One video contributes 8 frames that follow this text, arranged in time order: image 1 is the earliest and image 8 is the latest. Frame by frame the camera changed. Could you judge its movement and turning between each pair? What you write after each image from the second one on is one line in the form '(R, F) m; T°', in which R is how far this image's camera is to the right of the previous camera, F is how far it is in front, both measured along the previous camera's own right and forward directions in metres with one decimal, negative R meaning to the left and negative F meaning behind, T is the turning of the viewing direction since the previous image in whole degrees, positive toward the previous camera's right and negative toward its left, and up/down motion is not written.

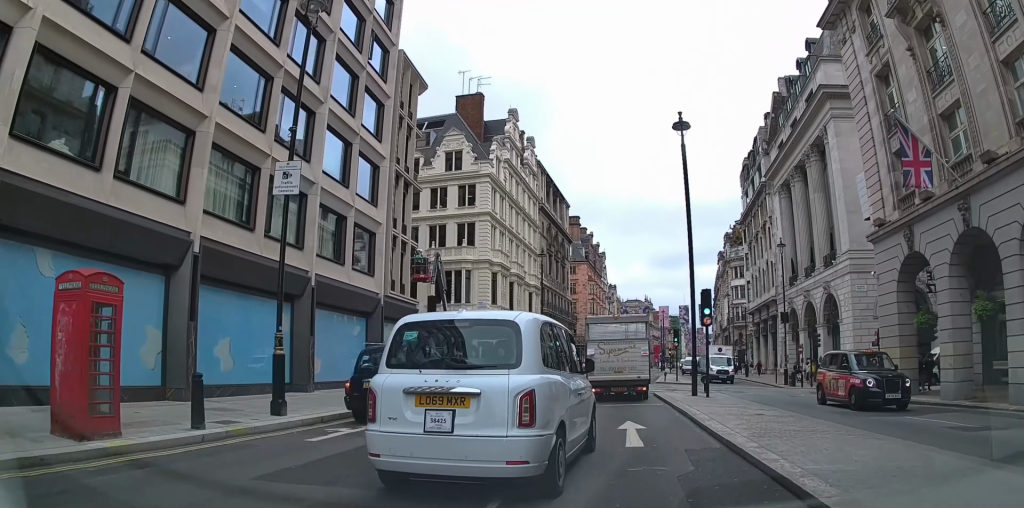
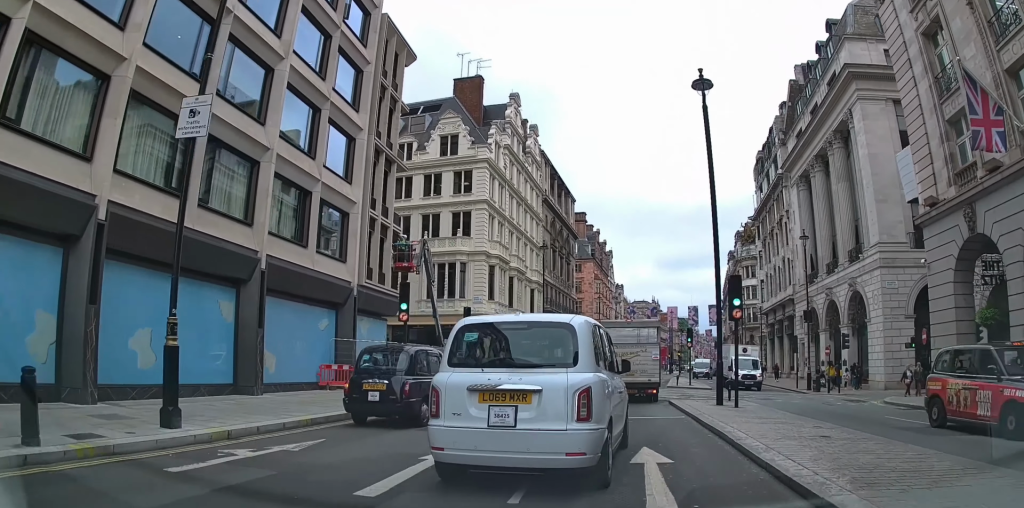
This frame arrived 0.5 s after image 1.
(0.0, +4.0) m; 0°
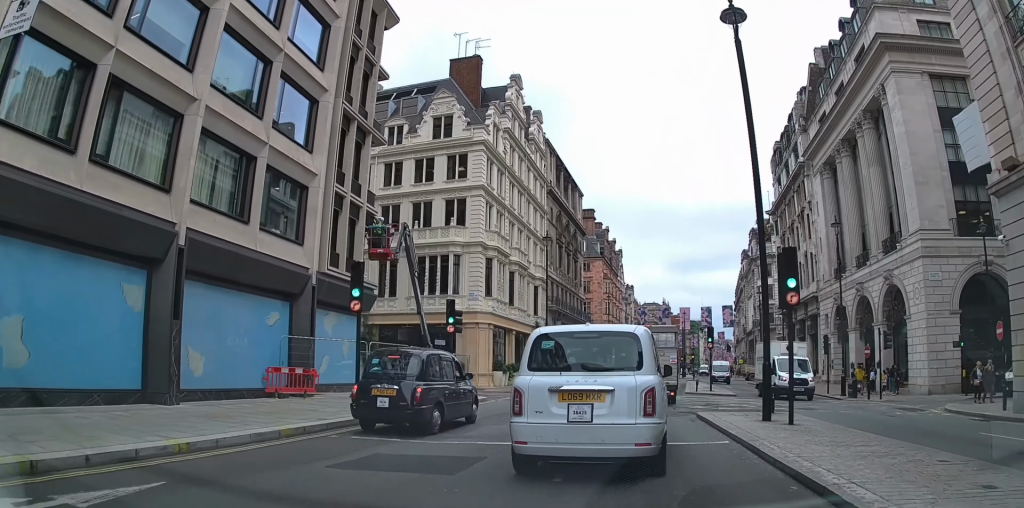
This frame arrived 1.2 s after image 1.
(0.0, +4.9) m; -1°
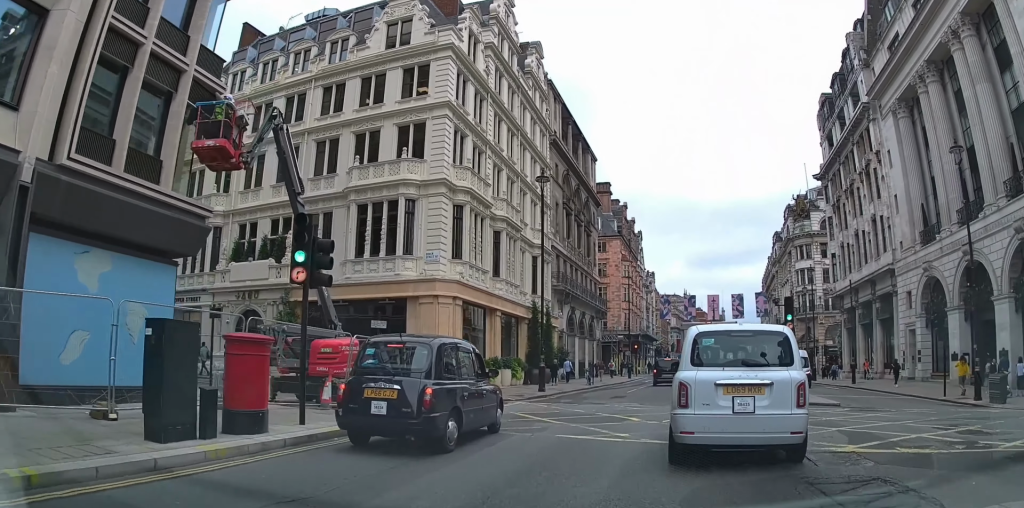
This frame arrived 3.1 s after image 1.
(-0.5, +12.7) m; -3°
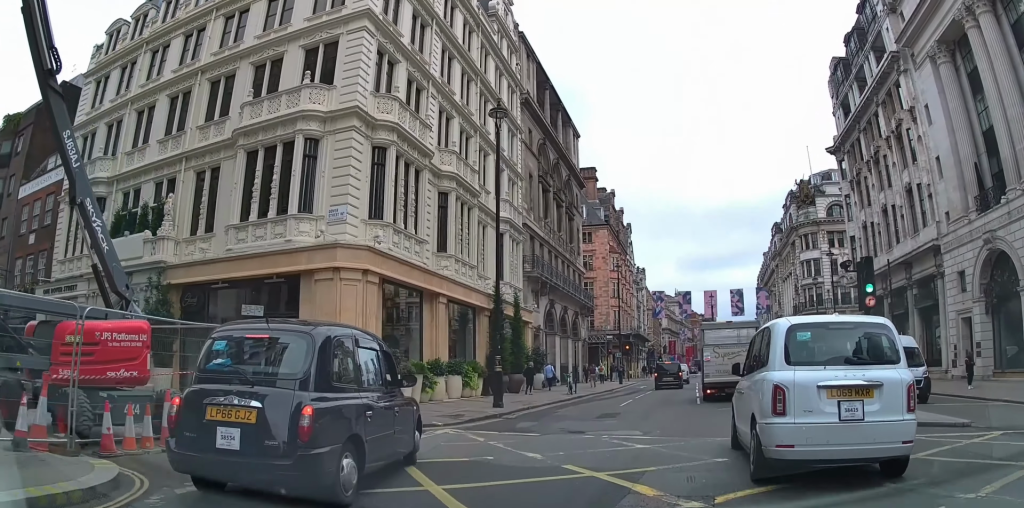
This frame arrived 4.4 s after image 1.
(+0.1, +8.5) m; +4°
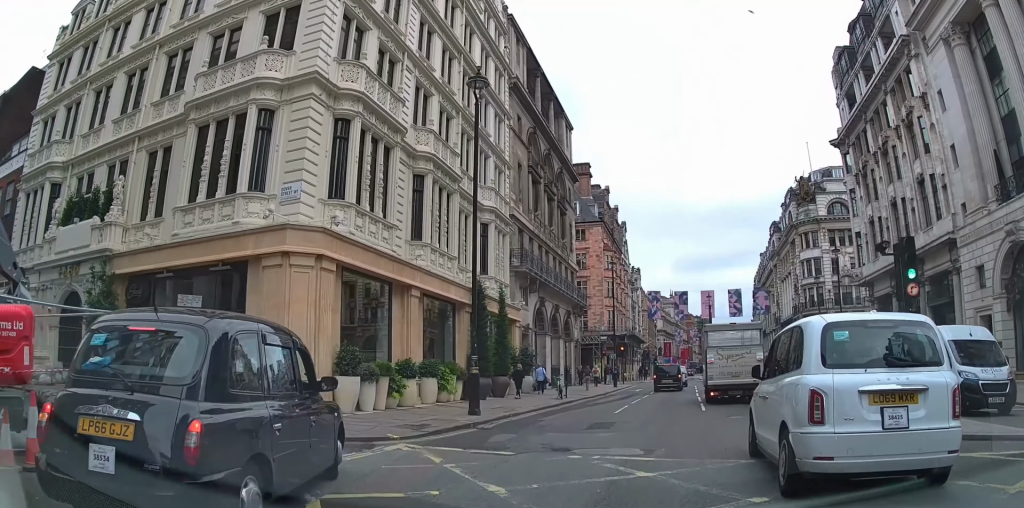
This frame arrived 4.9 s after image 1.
(+0.2, +2.8) m; +1°
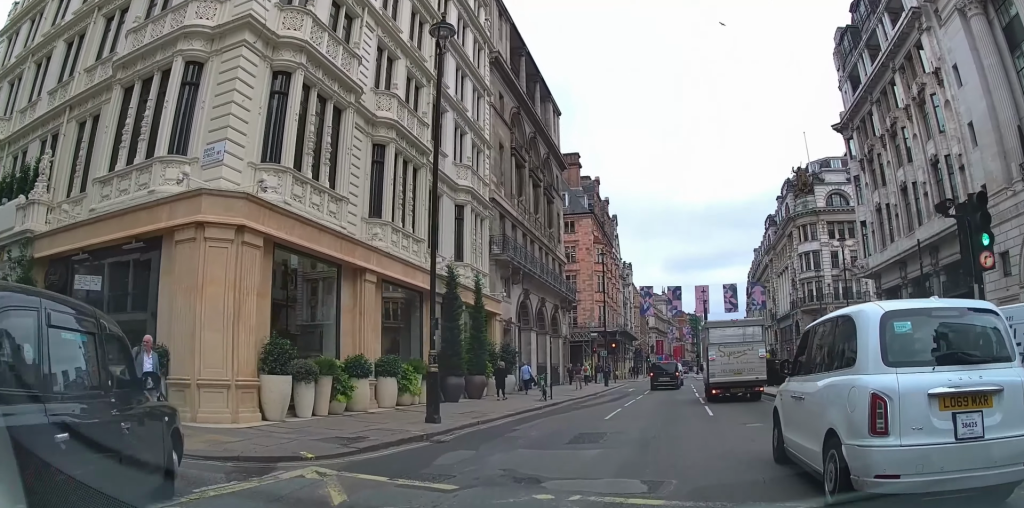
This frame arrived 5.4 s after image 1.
(+0.1, +3.3) m; +1°
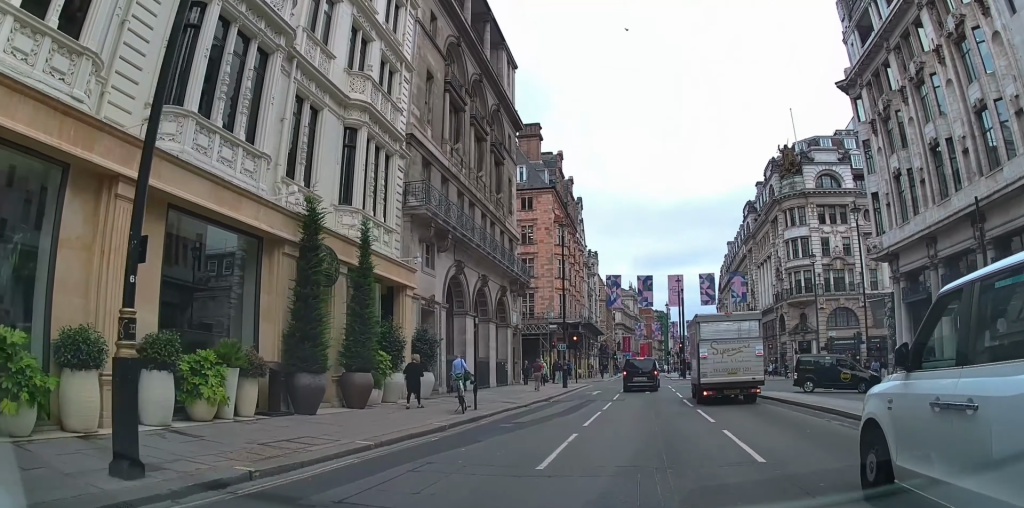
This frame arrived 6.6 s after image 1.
(+0.1, +8.2) m; +2°
